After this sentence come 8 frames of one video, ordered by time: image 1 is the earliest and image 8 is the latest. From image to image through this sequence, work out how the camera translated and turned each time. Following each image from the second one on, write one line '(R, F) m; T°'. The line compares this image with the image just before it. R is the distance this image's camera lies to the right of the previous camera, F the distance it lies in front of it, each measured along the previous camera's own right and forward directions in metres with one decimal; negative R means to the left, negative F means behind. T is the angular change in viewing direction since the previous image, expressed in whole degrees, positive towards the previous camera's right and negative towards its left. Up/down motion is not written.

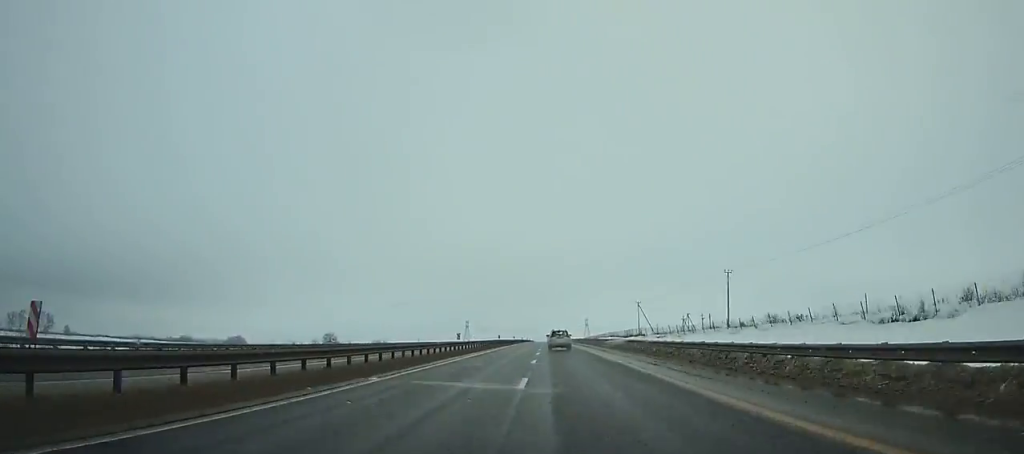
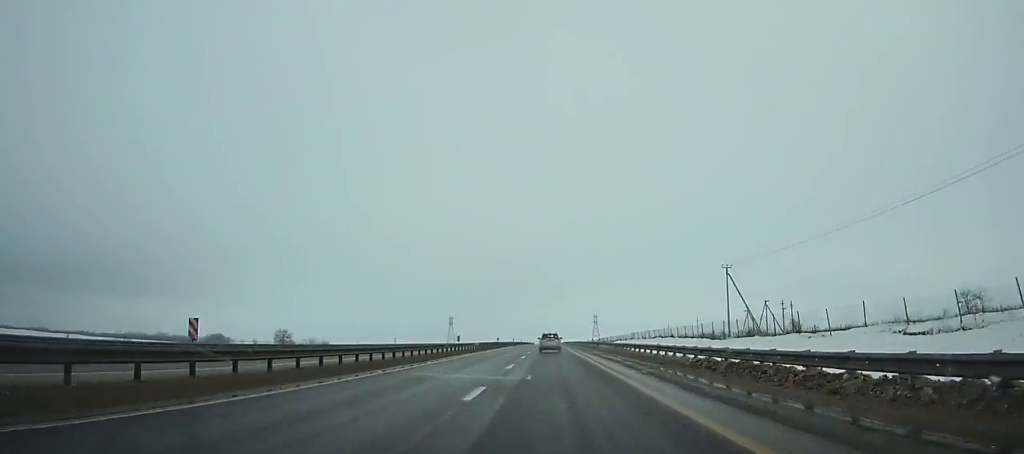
(-0.3, +74.9) m; 0°
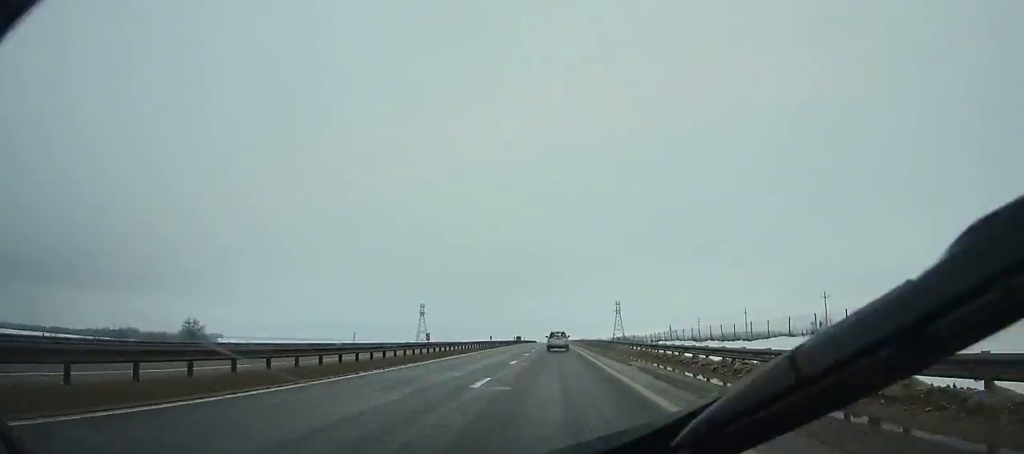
(-0.3, +94.3) m; 0°
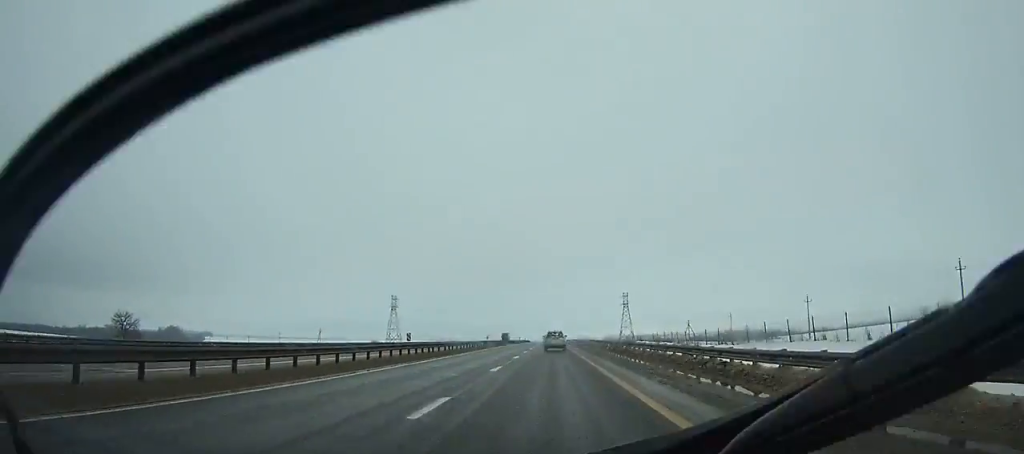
(-0.1, +41.5) m; 0°
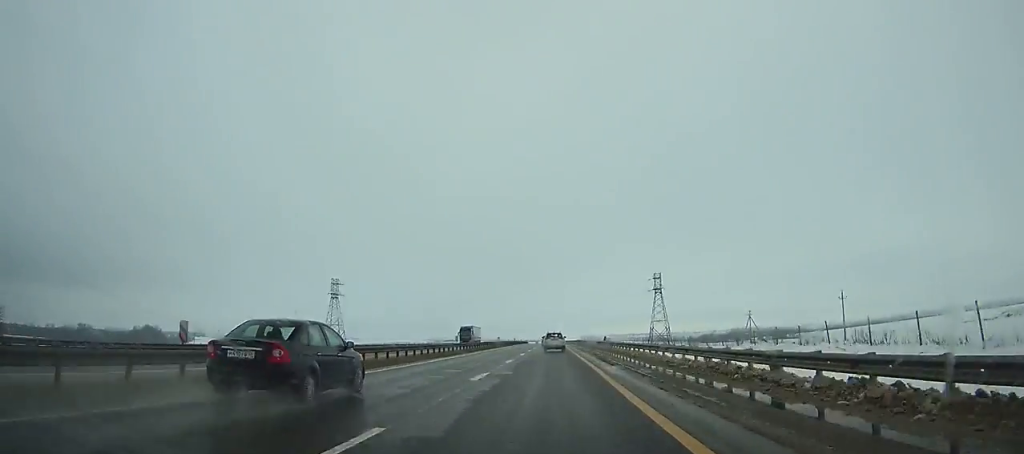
(+0.1, +63.5) m; 0°
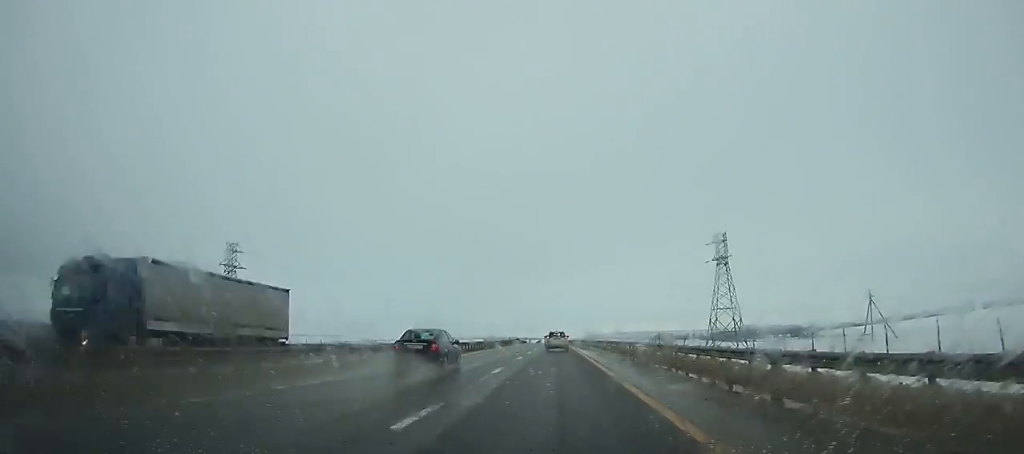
(0.0, +54.9) m; 0°
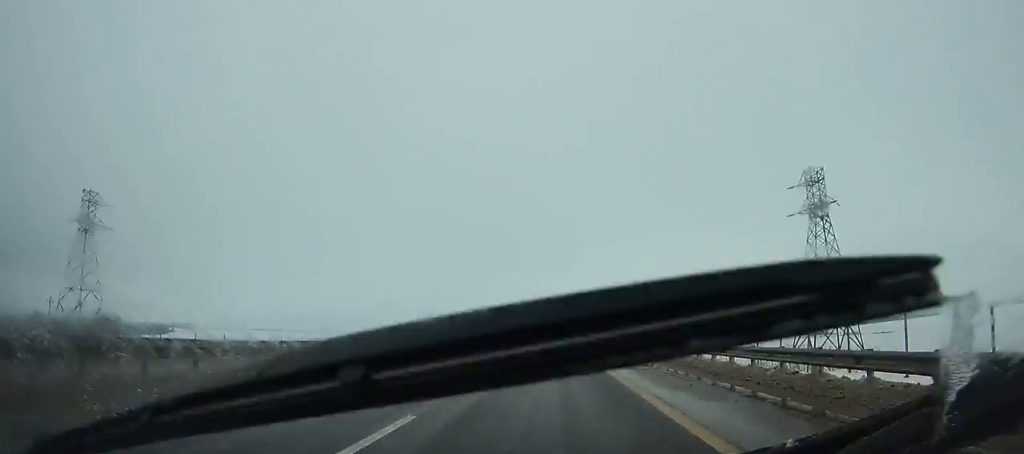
(+0.1, +38.3) m; 0°
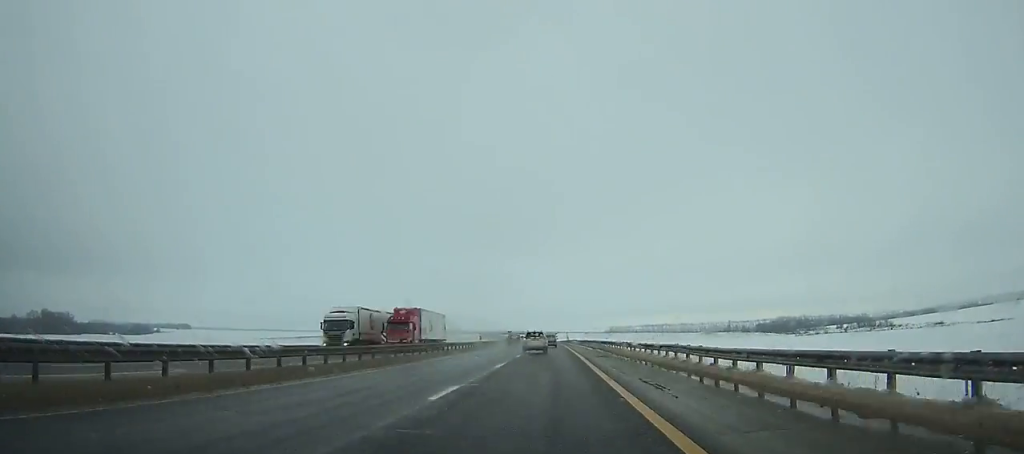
(-2.6, +128.6) m; -3°
